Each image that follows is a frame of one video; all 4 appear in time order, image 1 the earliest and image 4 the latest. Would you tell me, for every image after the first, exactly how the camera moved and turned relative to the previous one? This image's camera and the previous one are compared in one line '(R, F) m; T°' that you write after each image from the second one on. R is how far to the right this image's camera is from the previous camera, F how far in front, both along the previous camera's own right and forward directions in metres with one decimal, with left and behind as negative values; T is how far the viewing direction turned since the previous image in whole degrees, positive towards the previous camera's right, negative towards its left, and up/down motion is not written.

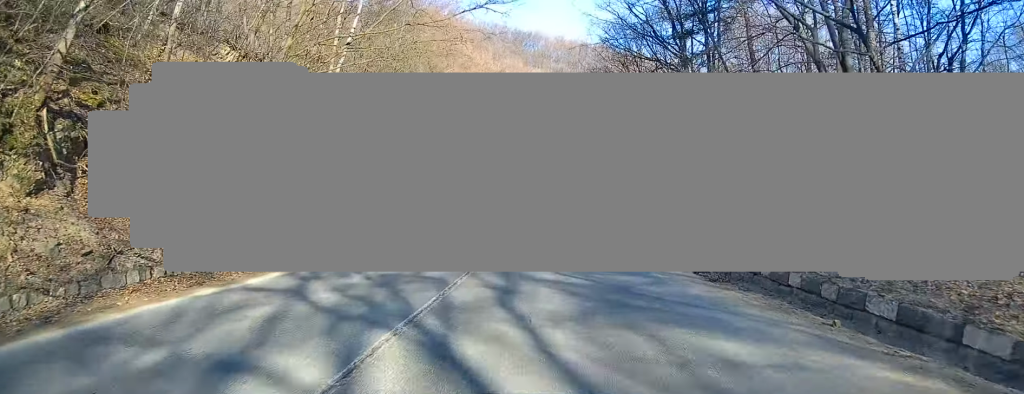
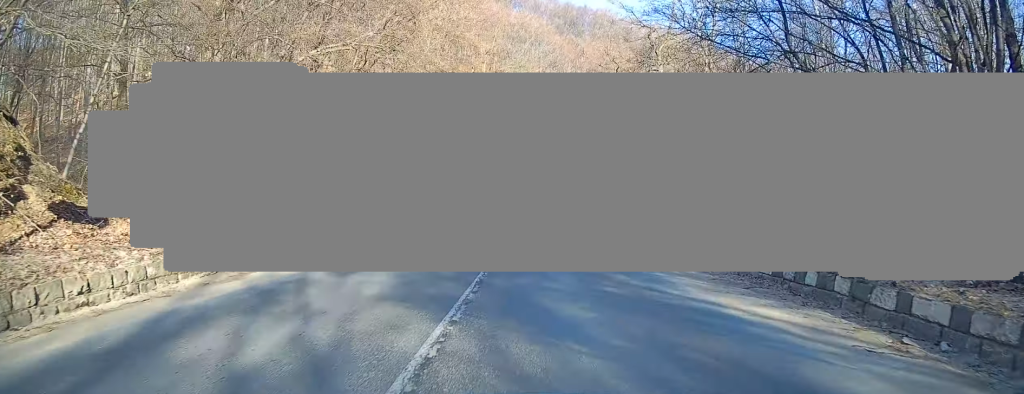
(+1.3, +32.1) m; +5°
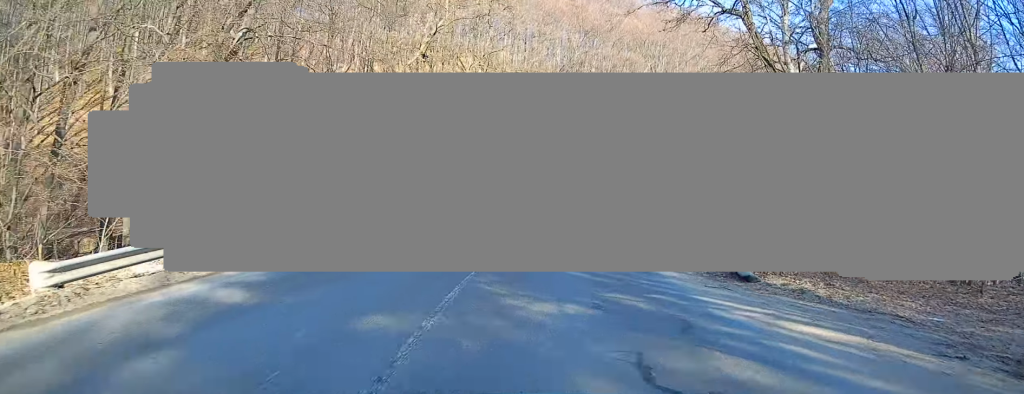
(+0.2, +16.7) m; +2°
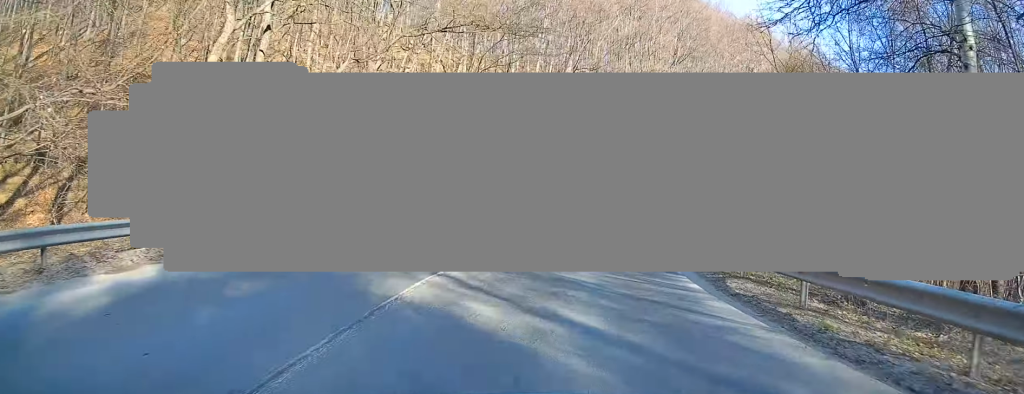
(+0.4, +15.4) m; +4°
